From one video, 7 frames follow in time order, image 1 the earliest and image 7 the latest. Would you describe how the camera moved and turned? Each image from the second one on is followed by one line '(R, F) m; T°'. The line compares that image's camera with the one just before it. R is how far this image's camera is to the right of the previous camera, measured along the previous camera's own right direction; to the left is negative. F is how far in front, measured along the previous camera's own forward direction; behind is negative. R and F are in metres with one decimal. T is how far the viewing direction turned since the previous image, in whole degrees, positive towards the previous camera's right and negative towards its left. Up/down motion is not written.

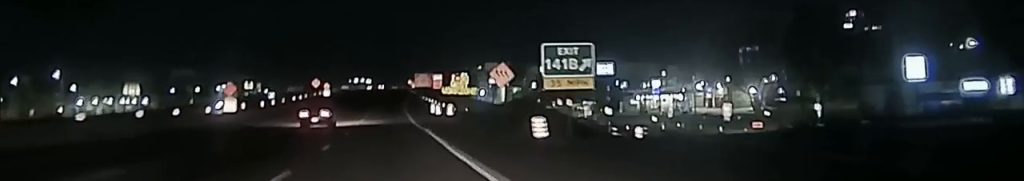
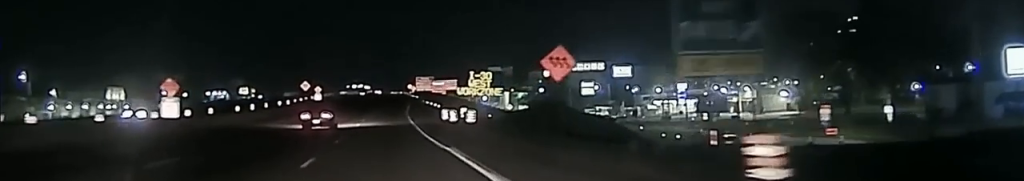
(0.0, +18.4) m; 0°
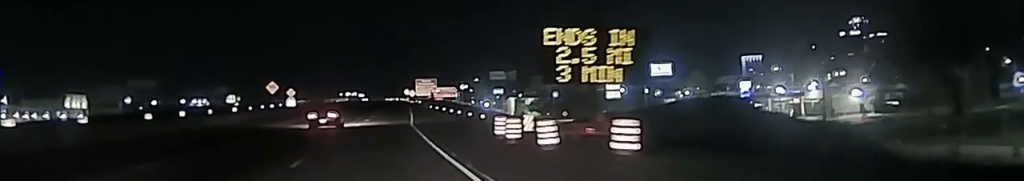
(+0.2, +36.9) m; +1°
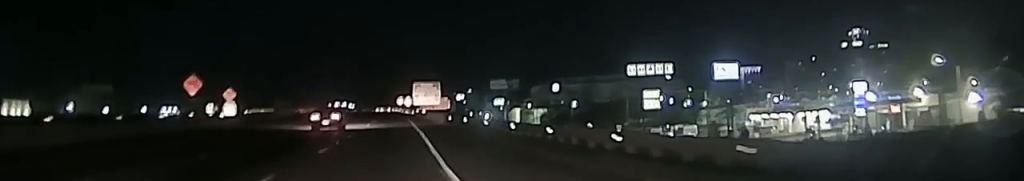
(+0.2, +41.7) m; 0°
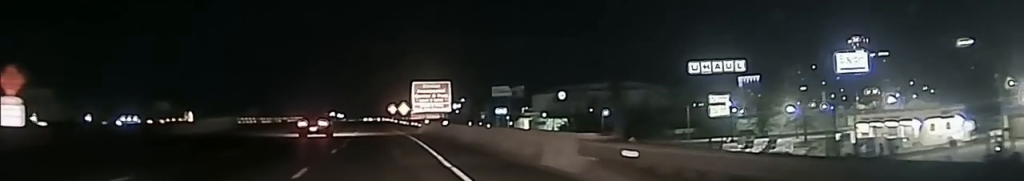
(+0.3, +44.6) m; +1°
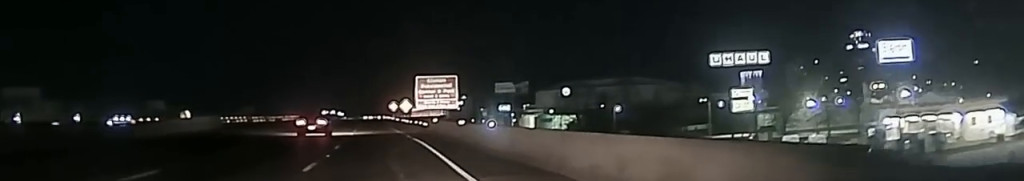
(0.0, +9.7) m; 0°
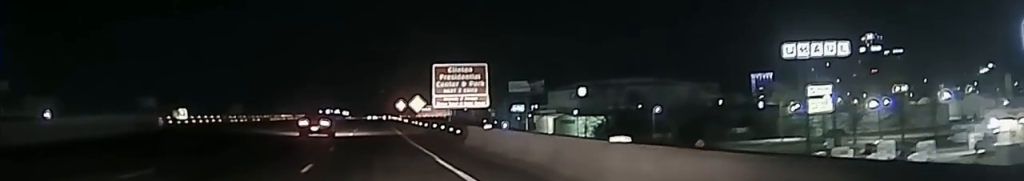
(-0.1, +24.0) m; -1°
